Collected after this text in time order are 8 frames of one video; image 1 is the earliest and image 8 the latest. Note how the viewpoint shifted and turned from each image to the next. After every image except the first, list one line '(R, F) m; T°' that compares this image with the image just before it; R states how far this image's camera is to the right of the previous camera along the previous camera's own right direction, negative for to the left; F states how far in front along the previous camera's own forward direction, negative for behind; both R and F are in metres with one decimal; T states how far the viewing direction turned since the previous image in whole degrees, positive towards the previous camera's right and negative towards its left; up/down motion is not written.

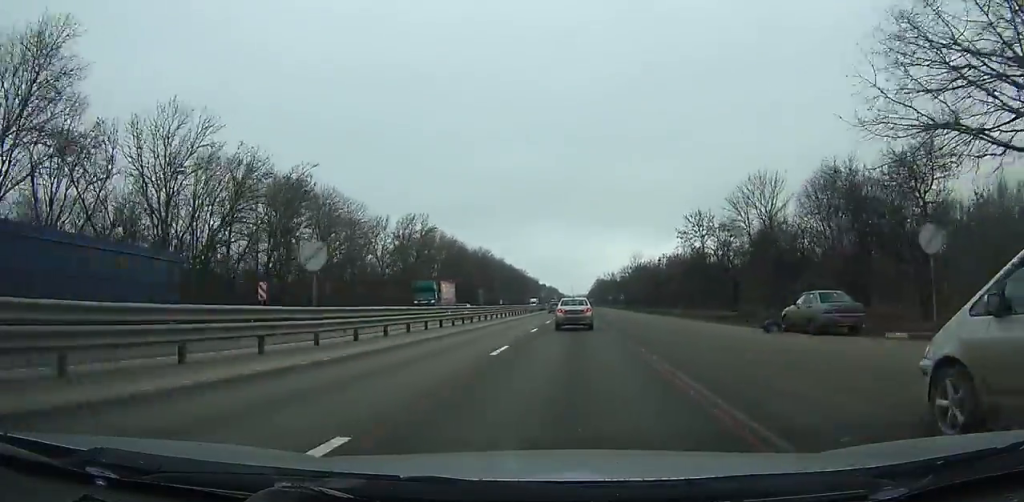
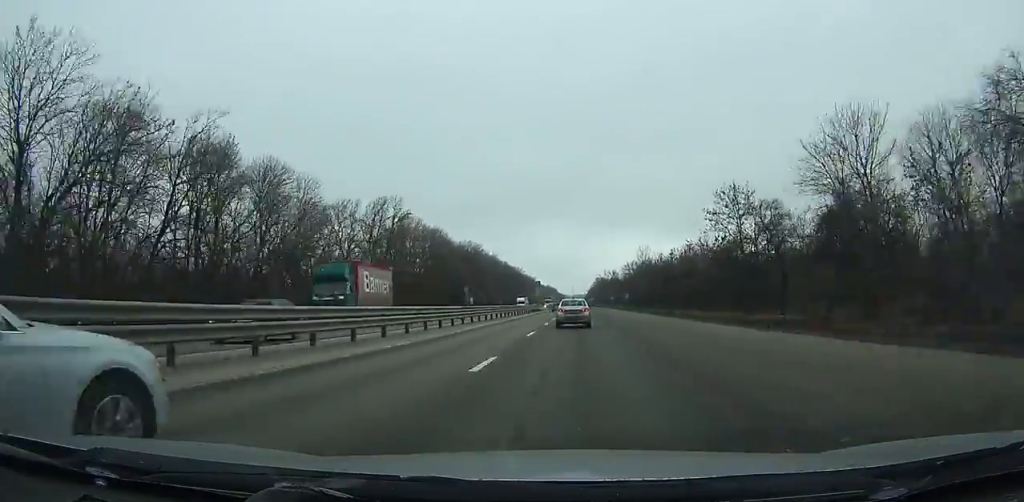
(0.0, +16.5) m; 0°
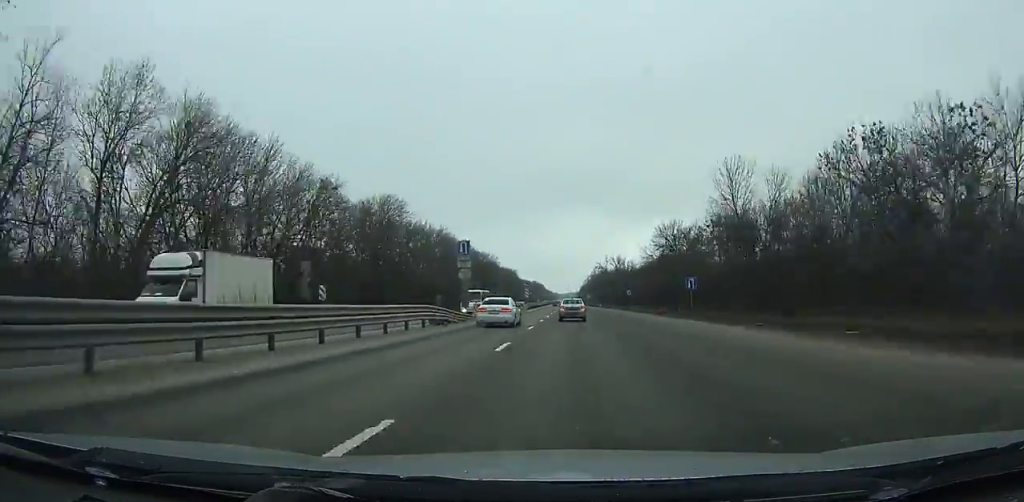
(+0.7, +73.6) m; 0°
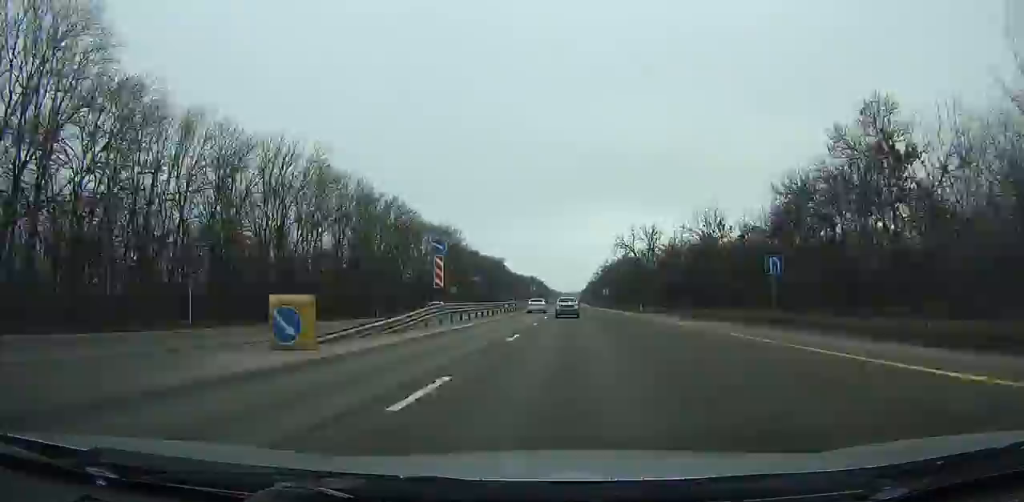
(-1.2, +71.7) m; -1°
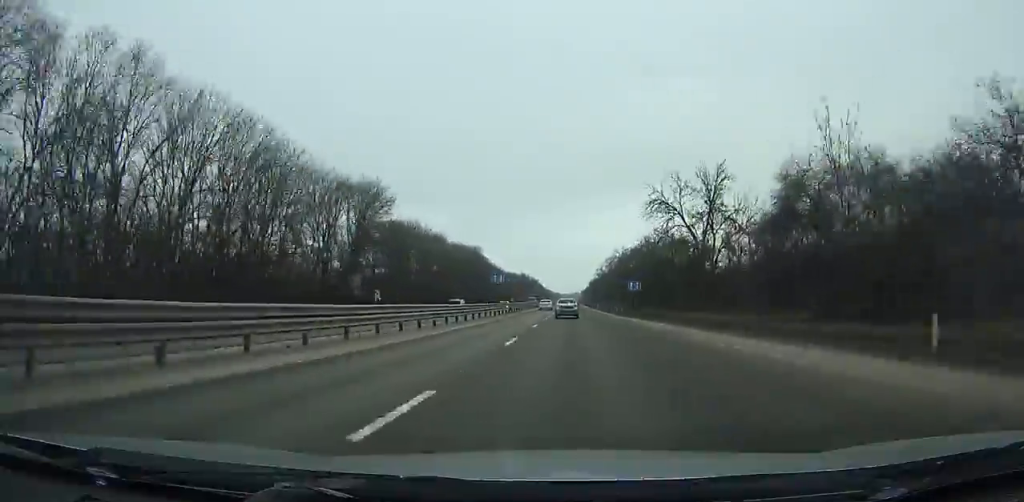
(+0.2, +52.1) m; 0°
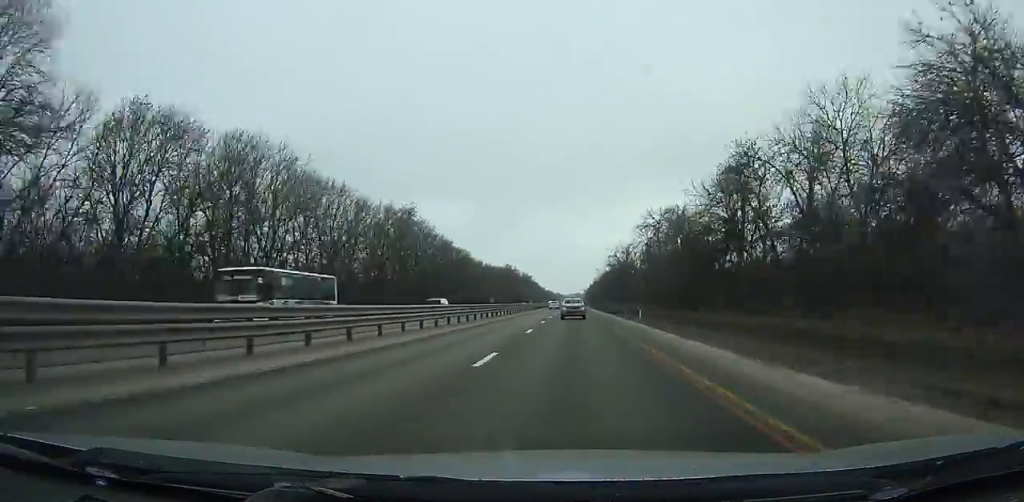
(+0.1, +67.7) m; 0°
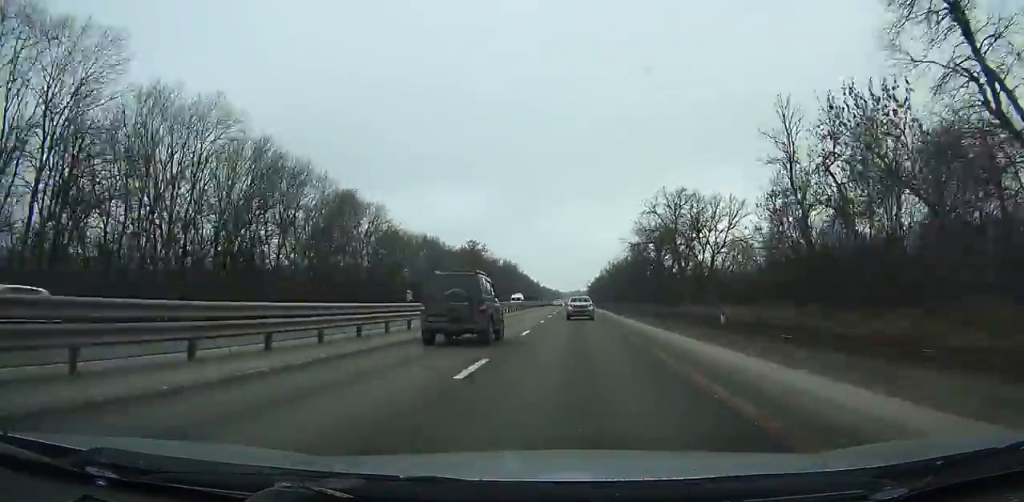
(+0.2, +75.2) m; +1°
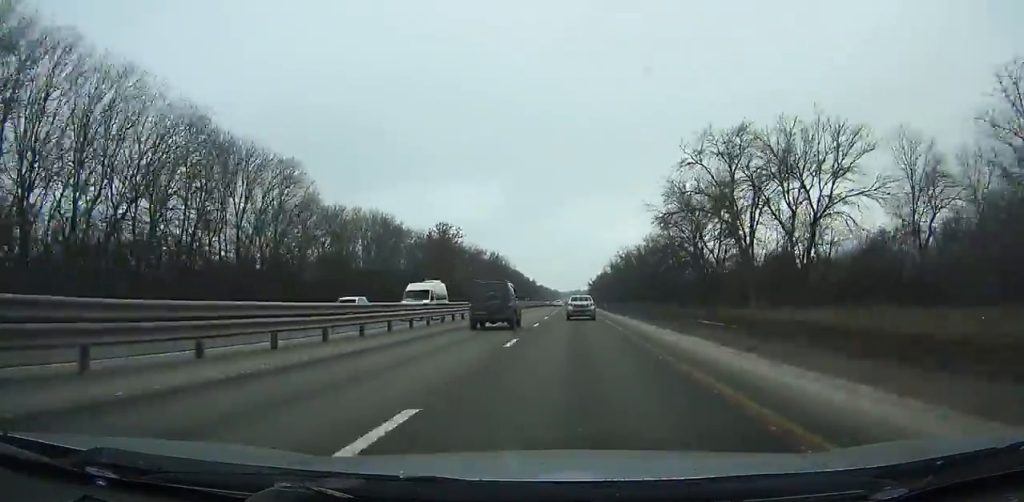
(+0.1, +30.4) m; 0°
